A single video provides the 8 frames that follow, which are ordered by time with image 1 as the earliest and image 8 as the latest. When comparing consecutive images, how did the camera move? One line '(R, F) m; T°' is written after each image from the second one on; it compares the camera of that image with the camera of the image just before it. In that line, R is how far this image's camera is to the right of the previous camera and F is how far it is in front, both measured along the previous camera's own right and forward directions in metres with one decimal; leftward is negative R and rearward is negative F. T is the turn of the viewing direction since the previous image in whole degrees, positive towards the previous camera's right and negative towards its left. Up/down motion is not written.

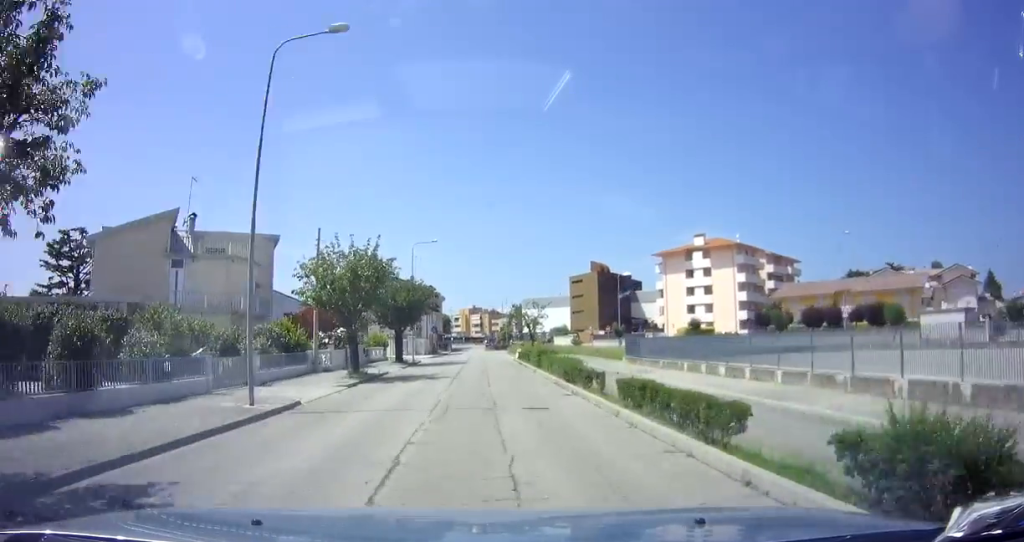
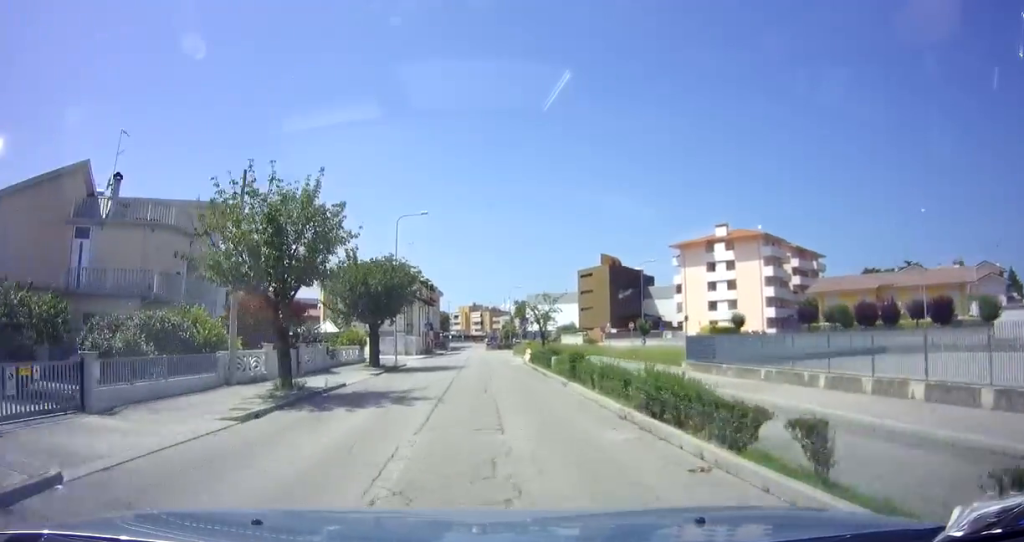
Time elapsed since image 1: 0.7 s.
(+0.3, +8.9) m; 0°
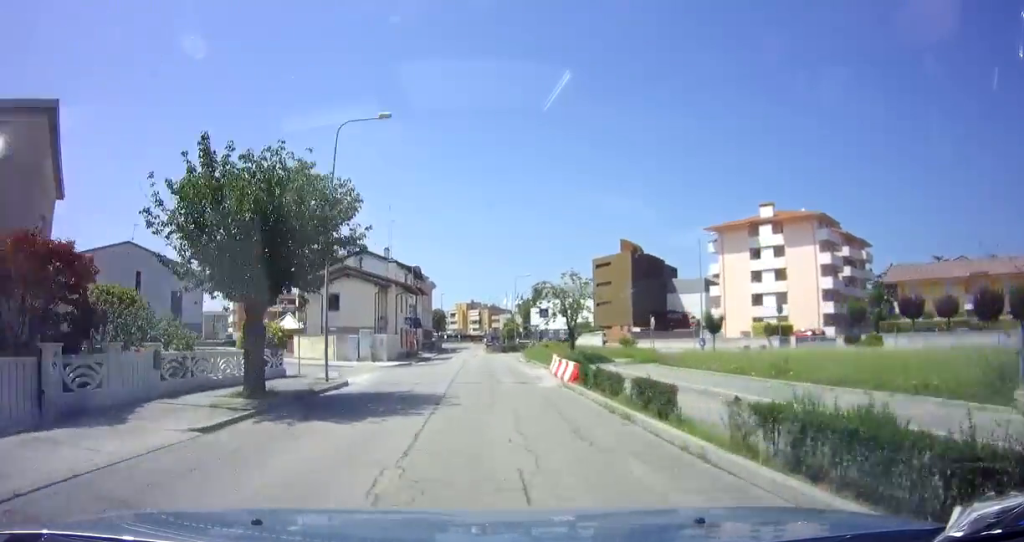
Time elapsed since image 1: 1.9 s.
(-0.4, +15.7) m; 0°
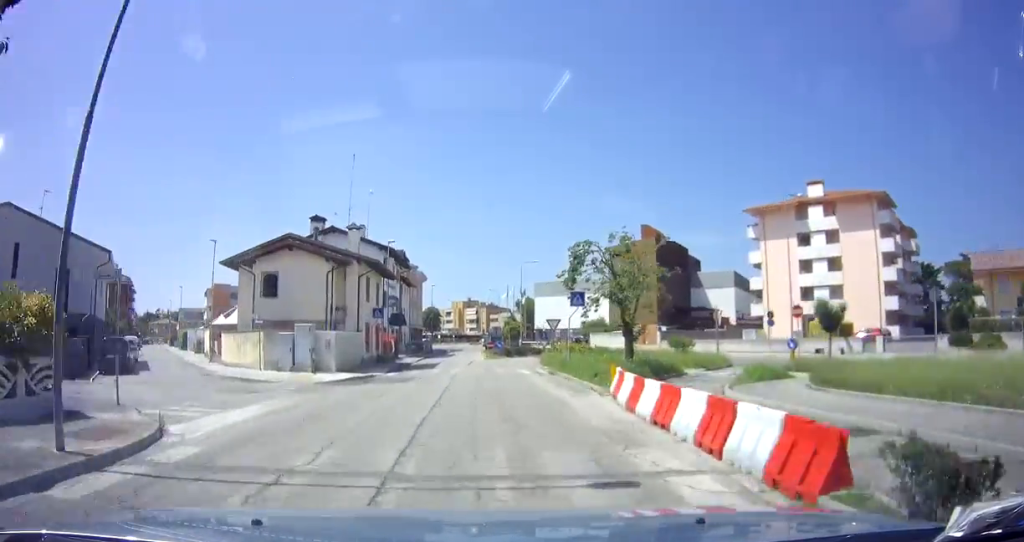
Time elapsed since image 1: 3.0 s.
(+0.4, +12.9) m; 0°
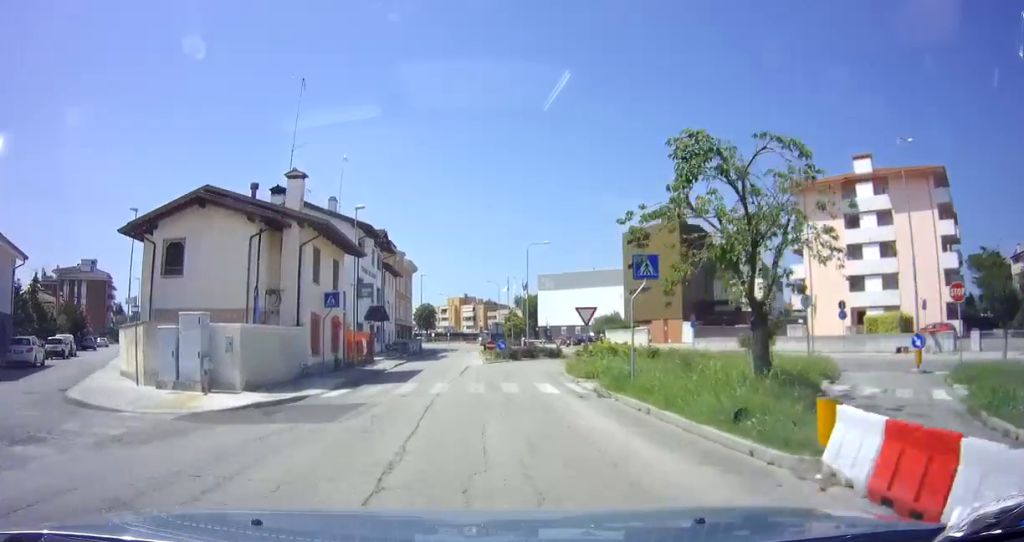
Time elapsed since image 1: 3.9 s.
(-0.4, +9.9) m; -1°
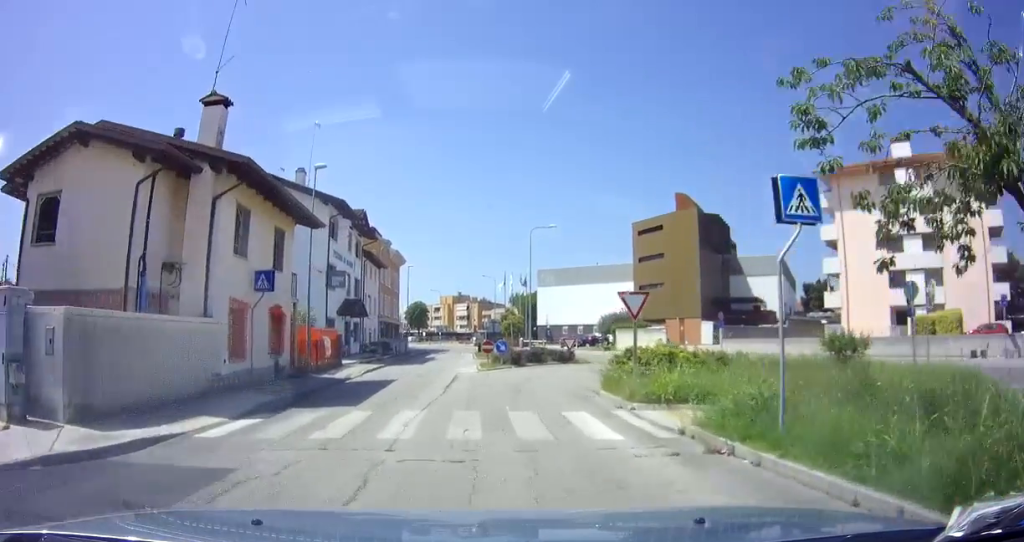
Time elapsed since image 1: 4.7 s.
(+0.2, +7.3) m; +4°
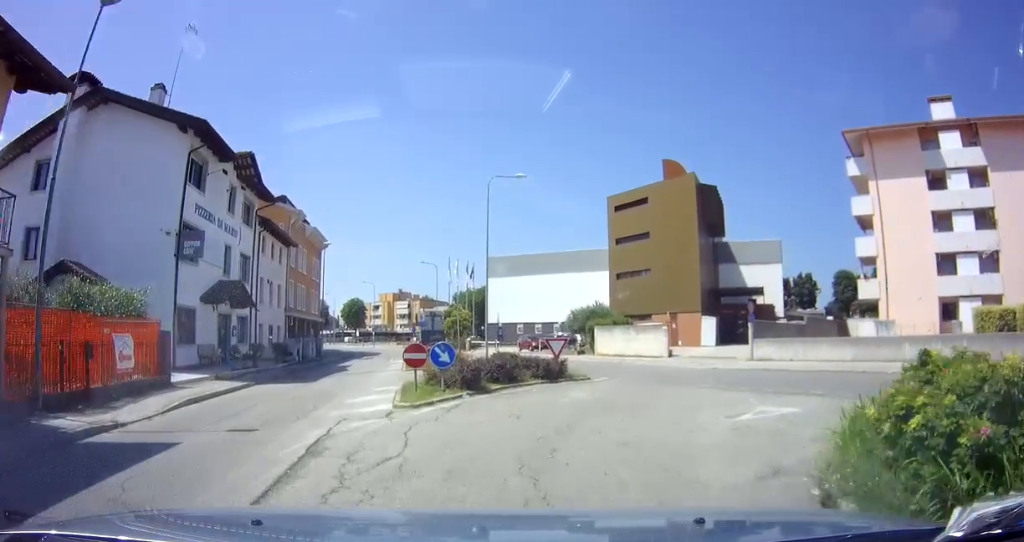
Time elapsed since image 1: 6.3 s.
(+0.8, +12.8) m; +6°
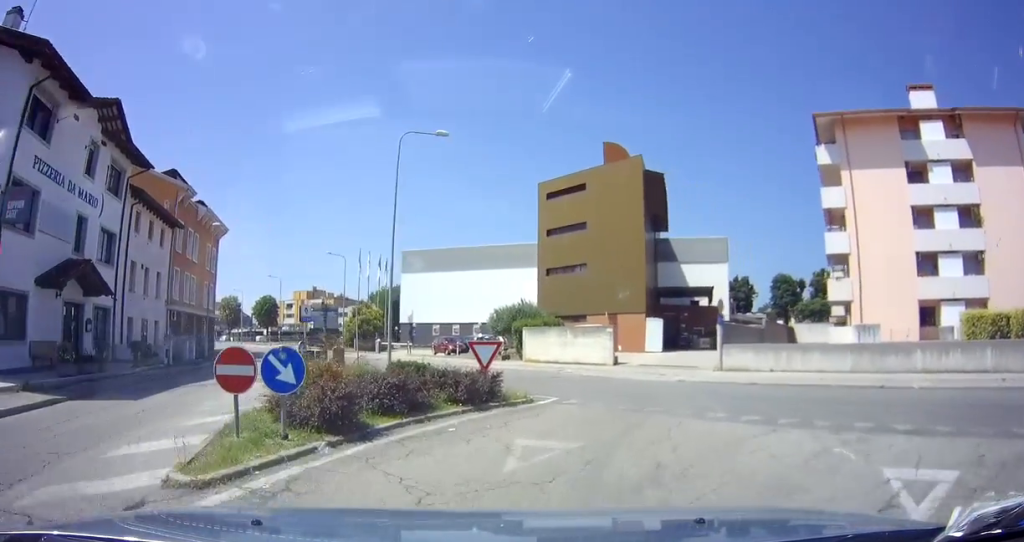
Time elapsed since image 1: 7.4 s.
(+0.2, +6.3) m; +5°
